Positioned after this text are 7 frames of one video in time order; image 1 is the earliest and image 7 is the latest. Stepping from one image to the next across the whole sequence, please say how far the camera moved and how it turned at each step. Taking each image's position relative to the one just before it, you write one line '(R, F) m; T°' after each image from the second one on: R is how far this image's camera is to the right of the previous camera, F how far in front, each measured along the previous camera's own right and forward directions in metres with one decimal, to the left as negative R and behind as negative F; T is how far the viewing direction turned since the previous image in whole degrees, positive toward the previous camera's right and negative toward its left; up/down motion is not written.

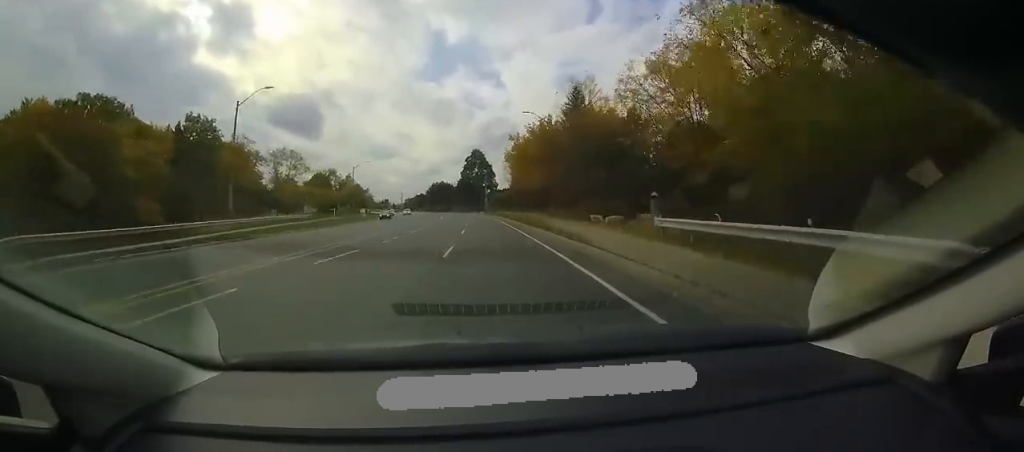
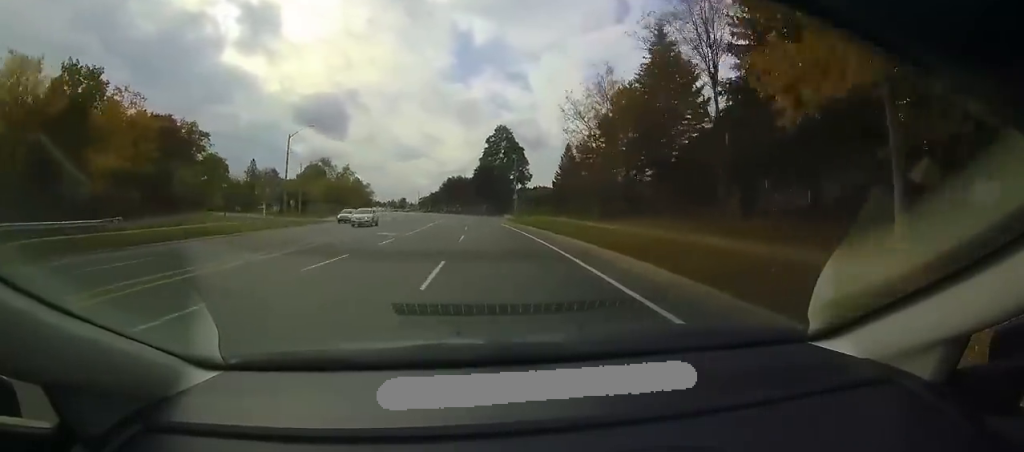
(-2.5, +30.9) m; -11°
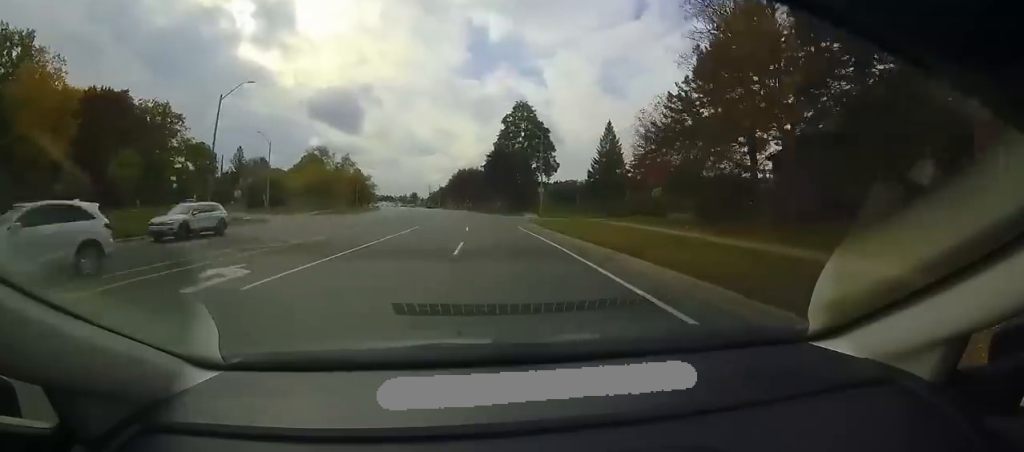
(-0.3, +14.1) m; -1°
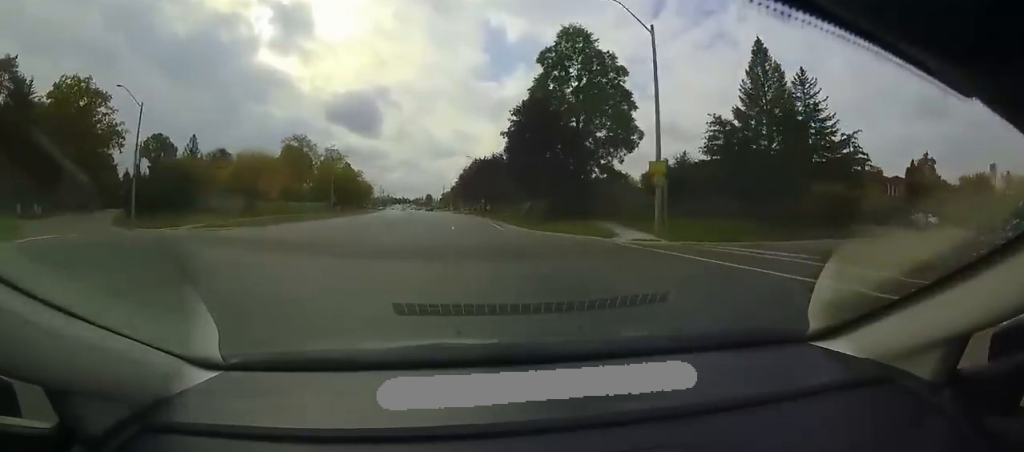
(0.0, +25.3) m; 0°
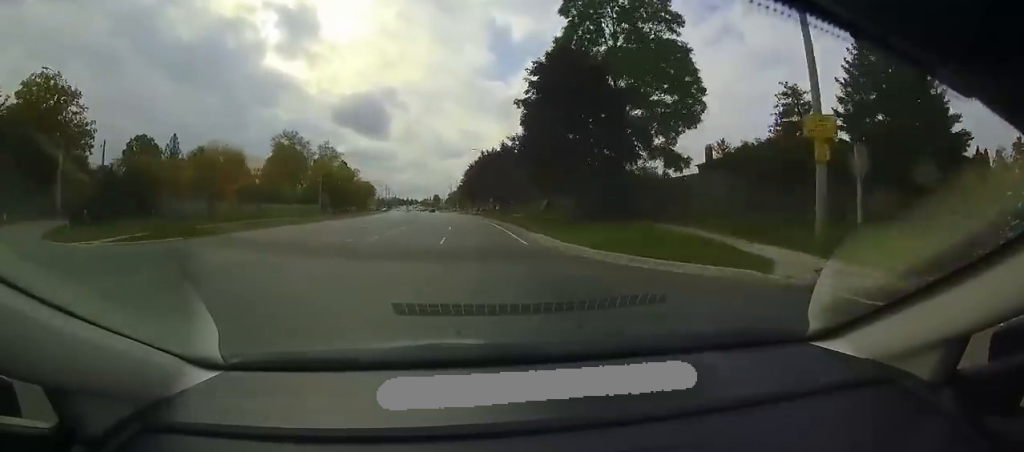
(0.0, +8.4) m; 0°
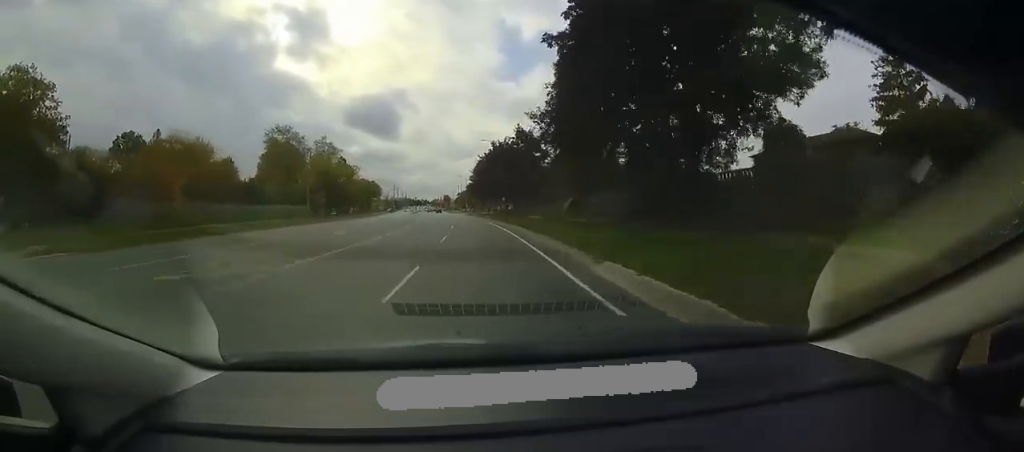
(0.0, +7.9) m; 0°
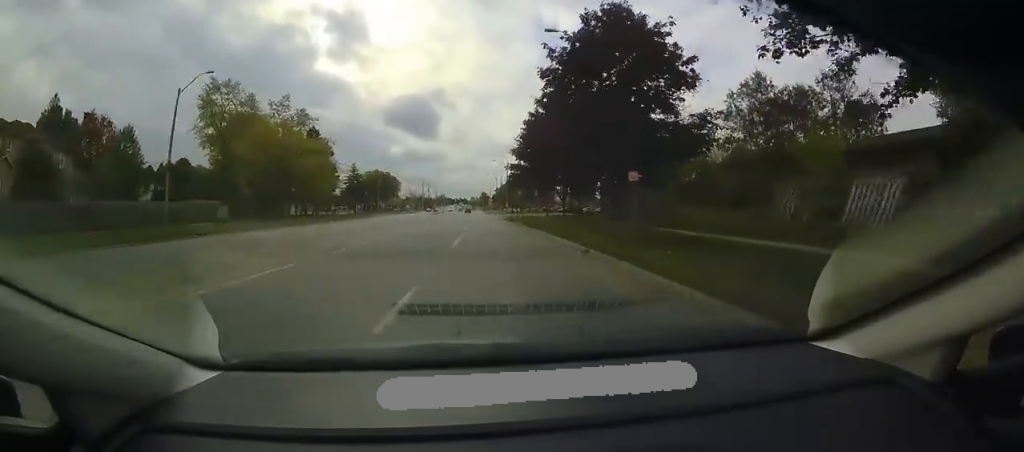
(0.0, +32.2) m; 0°
